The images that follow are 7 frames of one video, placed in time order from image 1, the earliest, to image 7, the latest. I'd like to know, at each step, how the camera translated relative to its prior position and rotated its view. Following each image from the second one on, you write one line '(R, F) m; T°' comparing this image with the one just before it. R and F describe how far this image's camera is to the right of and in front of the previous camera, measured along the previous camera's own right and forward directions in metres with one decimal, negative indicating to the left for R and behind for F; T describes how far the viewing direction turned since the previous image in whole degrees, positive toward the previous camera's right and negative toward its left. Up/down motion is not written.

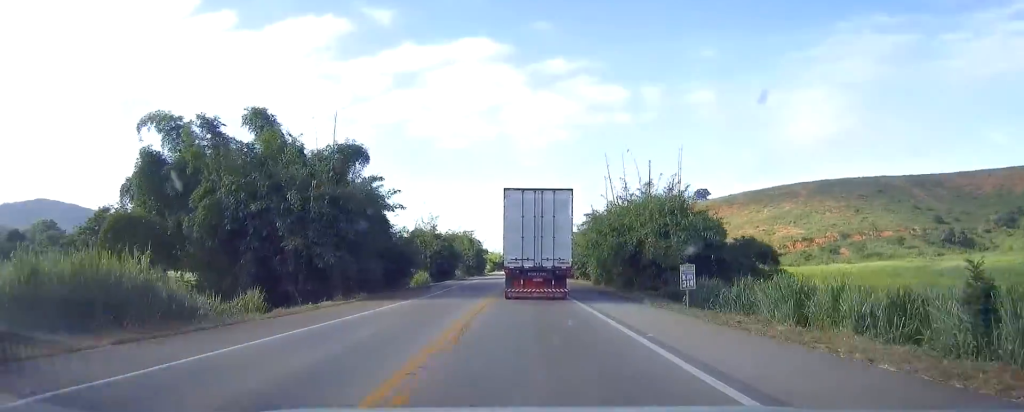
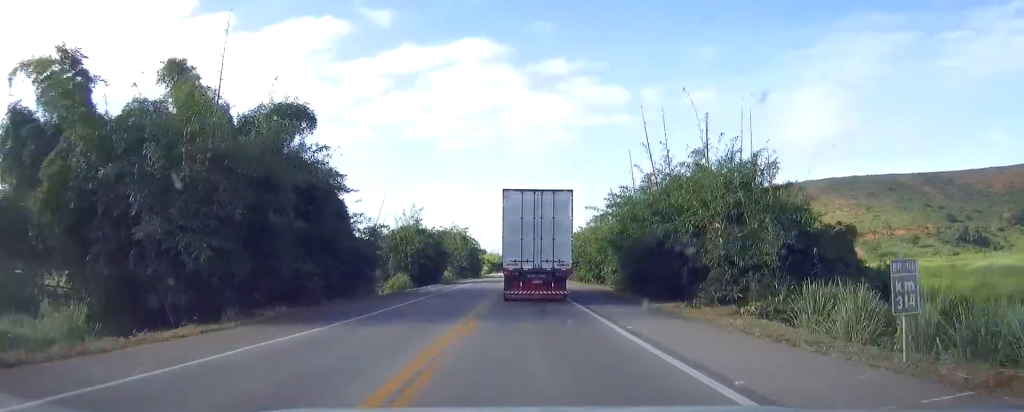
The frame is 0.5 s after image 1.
(0.0, +13.4) m; 0°
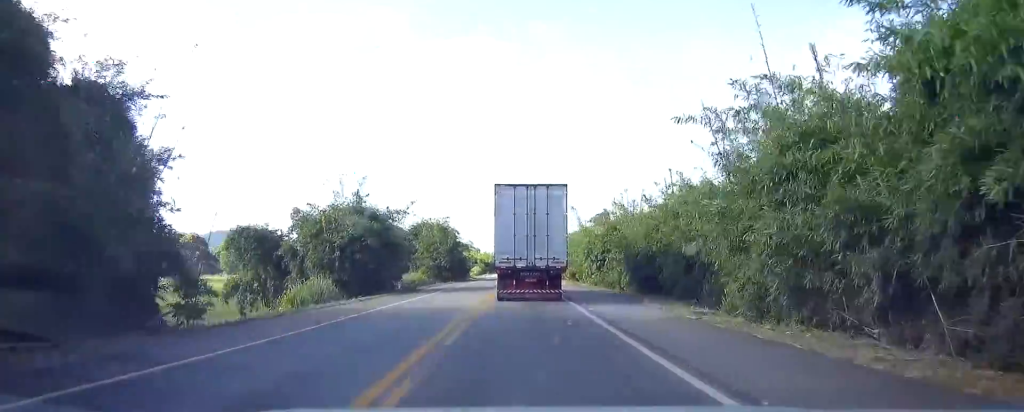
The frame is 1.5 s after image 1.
(+0.1, +25.2) m; 0°
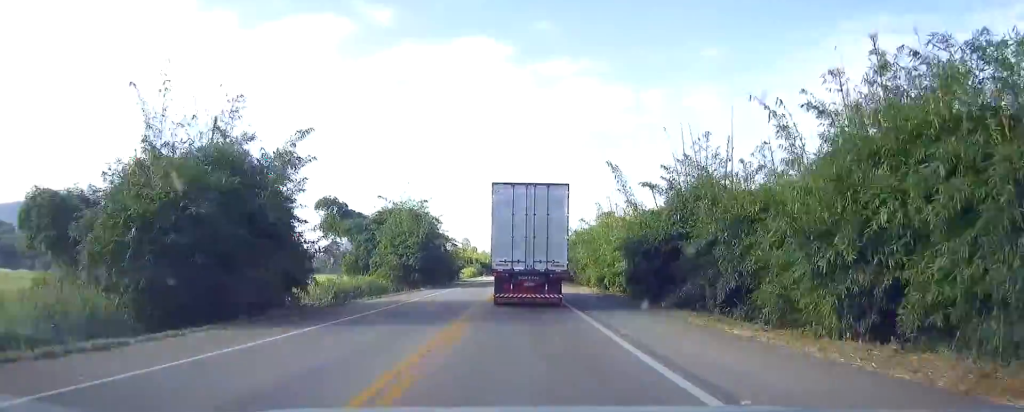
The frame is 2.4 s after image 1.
(+0.1, +23.0) m; 0°
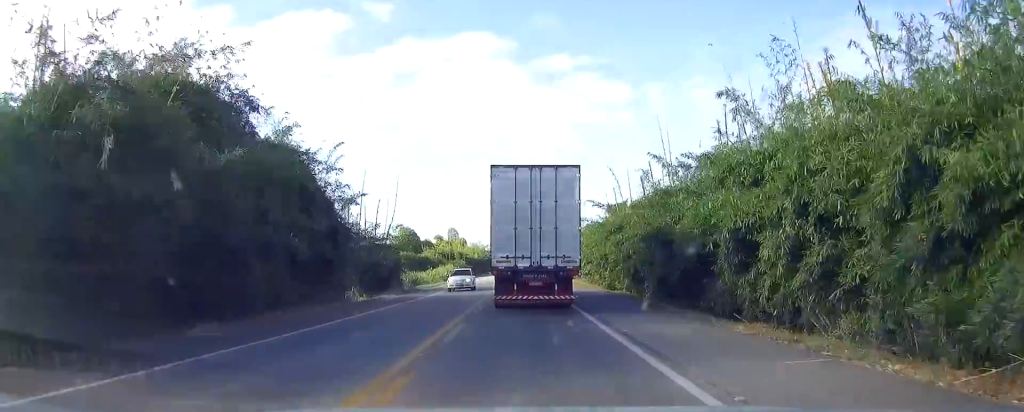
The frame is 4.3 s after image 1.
(-0.3, +47.5) m; 0°
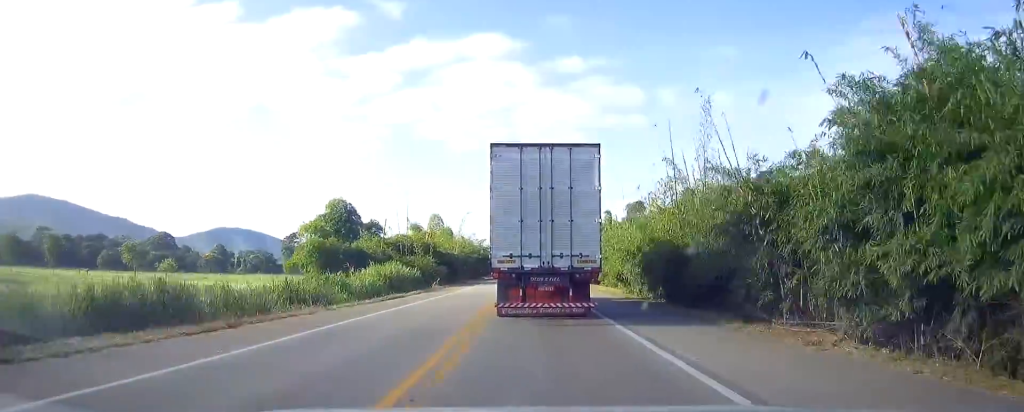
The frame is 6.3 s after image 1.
(+0.2, +51.9) m; 0°
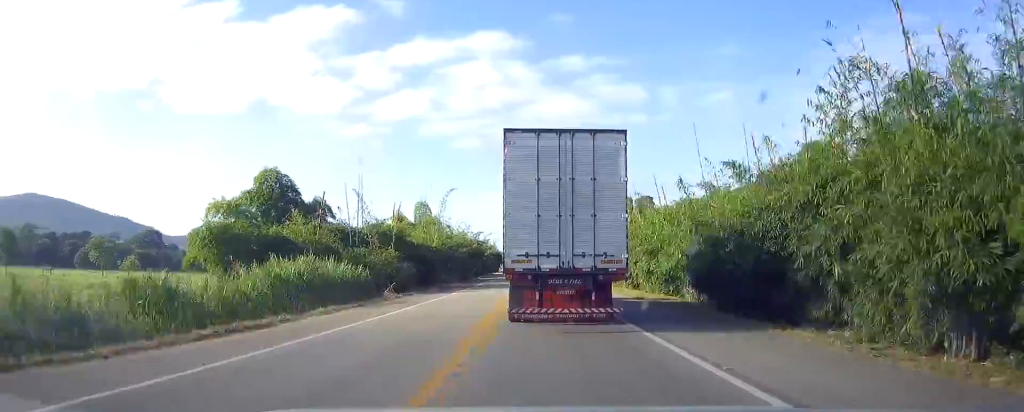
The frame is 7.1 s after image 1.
(-0.1, +21.7) m; 0°
